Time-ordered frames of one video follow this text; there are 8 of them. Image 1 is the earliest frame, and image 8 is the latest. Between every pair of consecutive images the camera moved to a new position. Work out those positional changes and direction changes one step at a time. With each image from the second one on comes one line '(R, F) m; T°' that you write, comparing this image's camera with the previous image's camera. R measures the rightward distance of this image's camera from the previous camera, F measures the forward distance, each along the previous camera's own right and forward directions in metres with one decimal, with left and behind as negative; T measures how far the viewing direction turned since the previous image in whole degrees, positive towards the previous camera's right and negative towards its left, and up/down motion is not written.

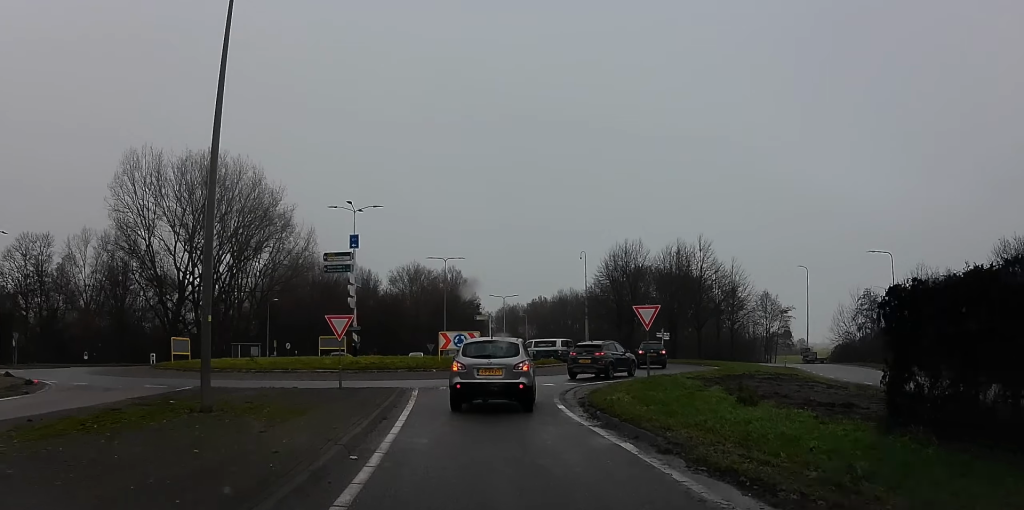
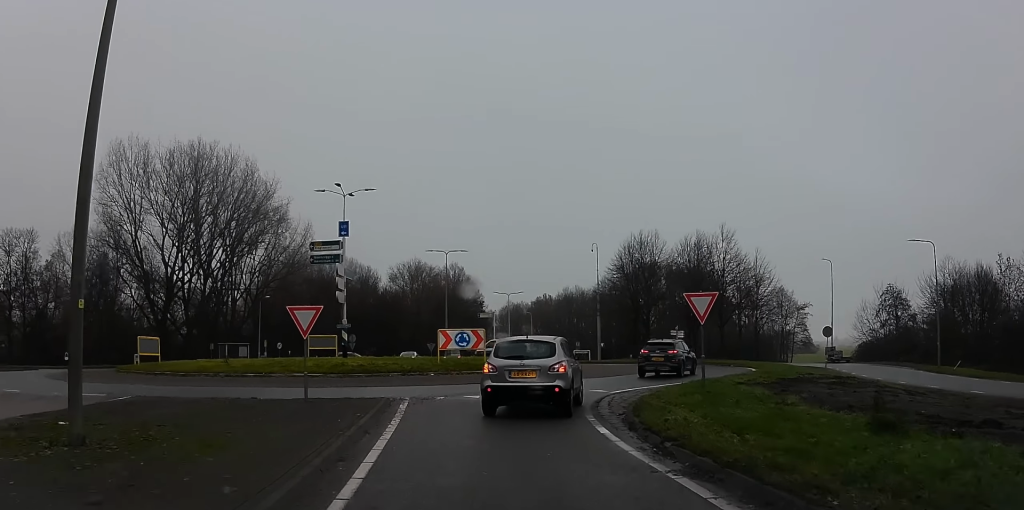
(-0.7, +5.1) m; -2°
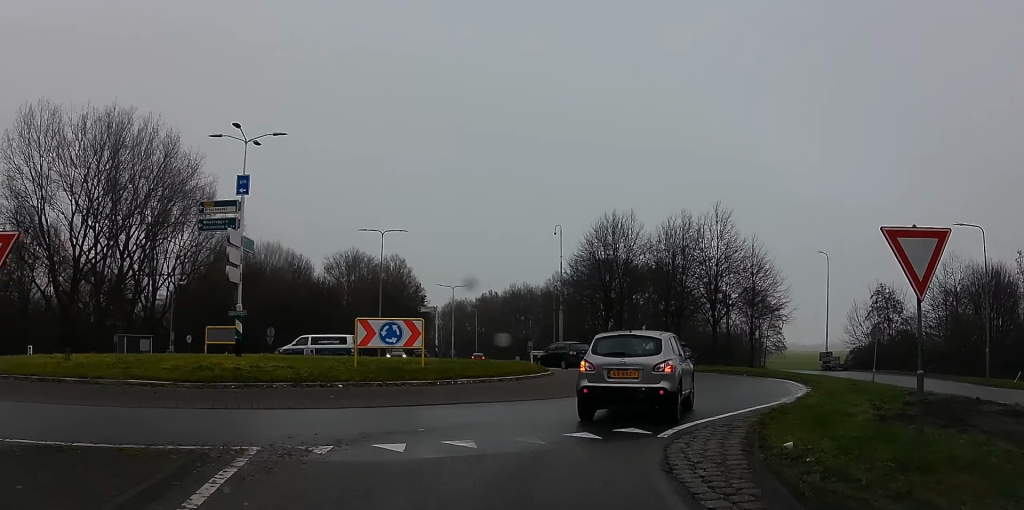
(+0.4, +10.2) m; 0°
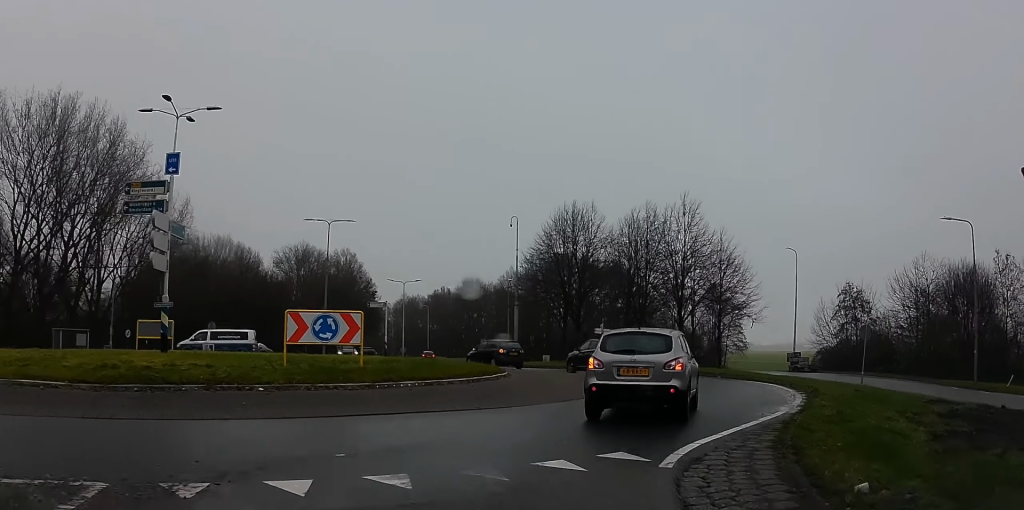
(-0.5, +3.0) m; +2°
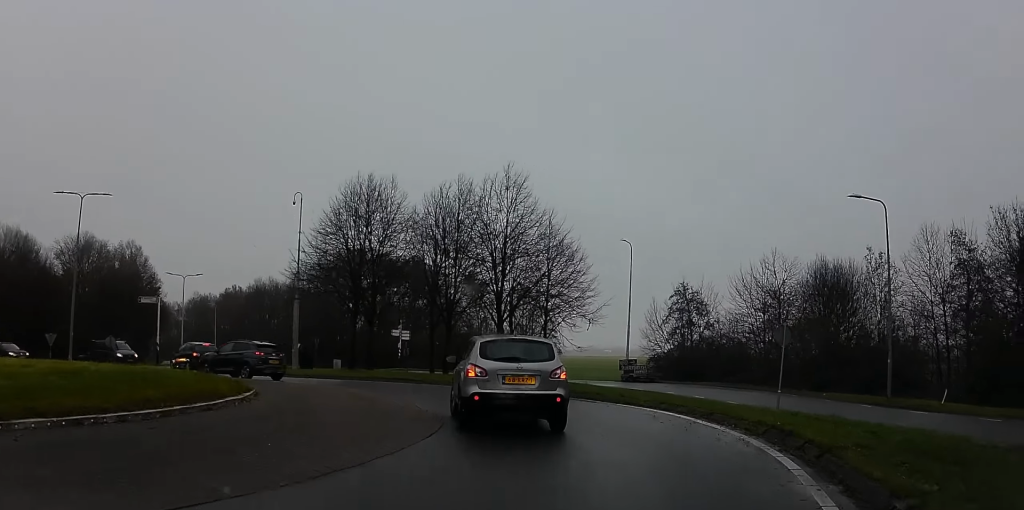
(+1.6, +9.3) m; +24°
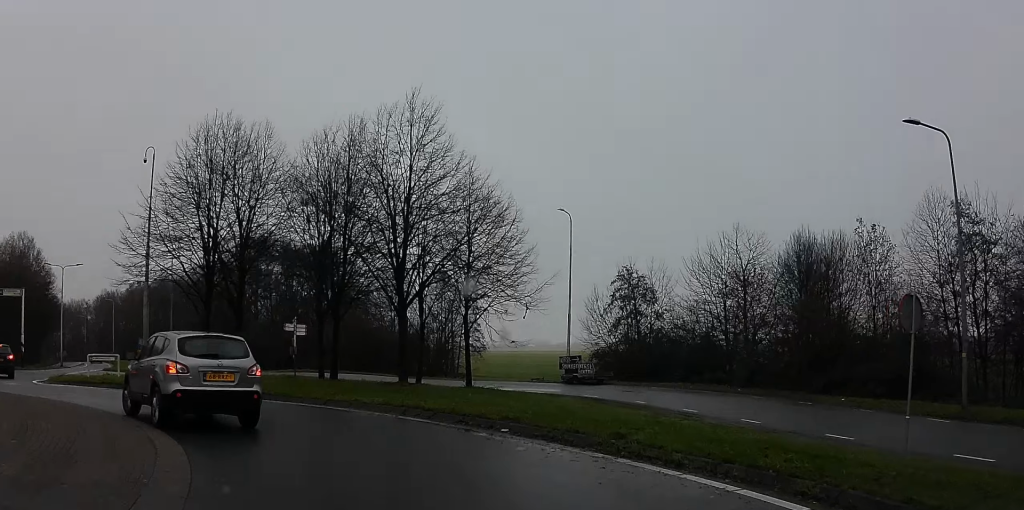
(+1.7, +9.9) m; +5°
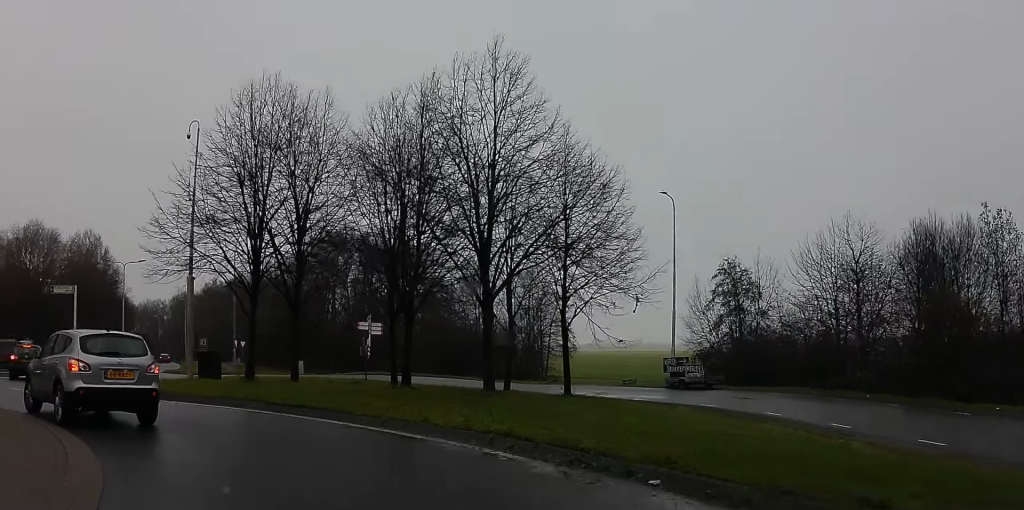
(0.0, +4.7) m; -8°
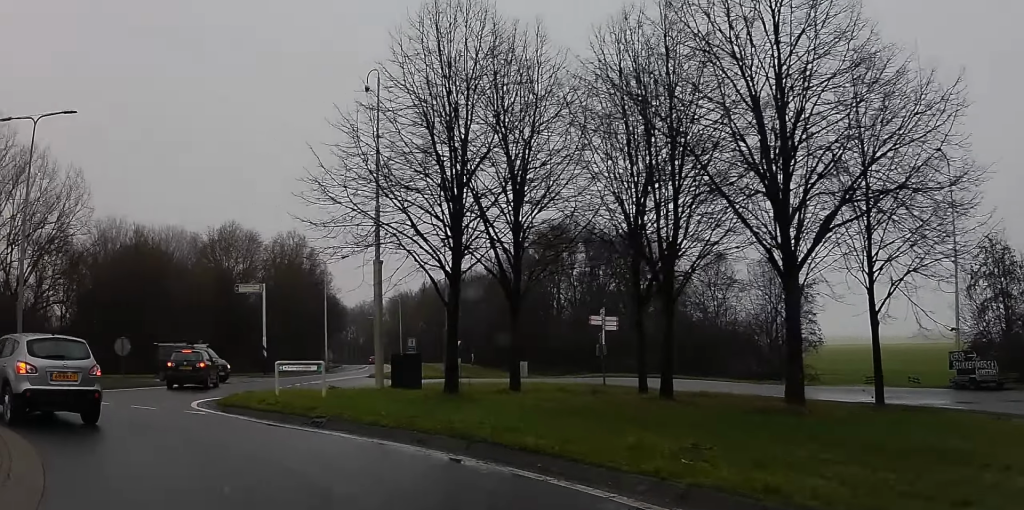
(-1.0, +6.4) m; -13°
